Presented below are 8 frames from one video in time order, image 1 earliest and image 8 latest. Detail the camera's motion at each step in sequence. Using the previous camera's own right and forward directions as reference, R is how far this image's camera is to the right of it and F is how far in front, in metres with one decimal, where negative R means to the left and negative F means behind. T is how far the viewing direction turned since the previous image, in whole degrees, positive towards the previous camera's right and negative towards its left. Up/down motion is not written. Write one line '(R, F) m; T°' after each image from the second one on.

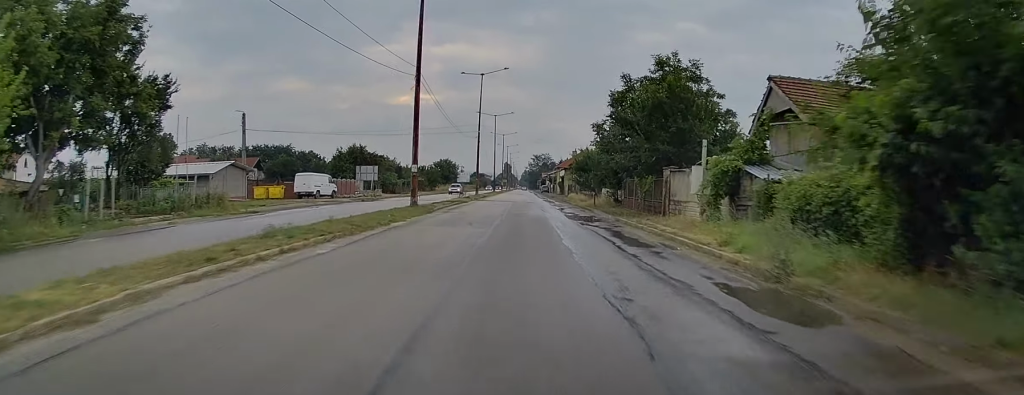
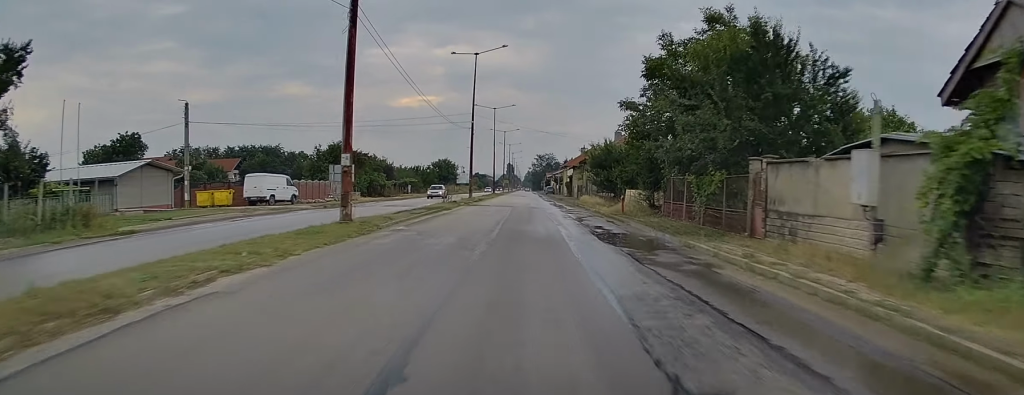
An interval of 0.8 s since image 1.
(0.0, +11.7) m; -1°
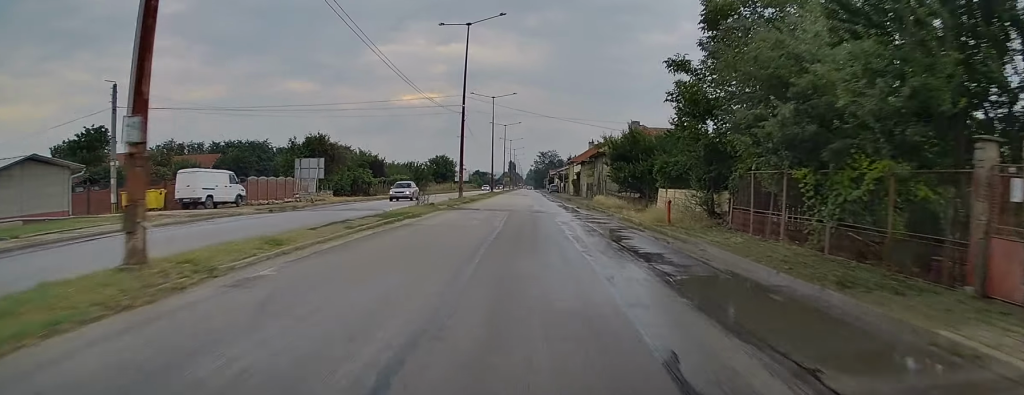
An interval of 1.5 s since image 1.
(-0.3, +10.4) m; 0°
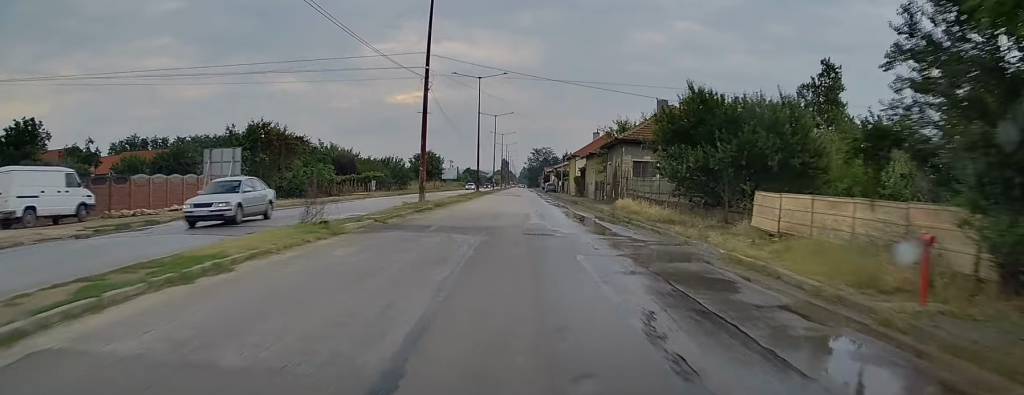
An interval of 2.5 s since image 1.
(+0.3, +15.2) m; +1°
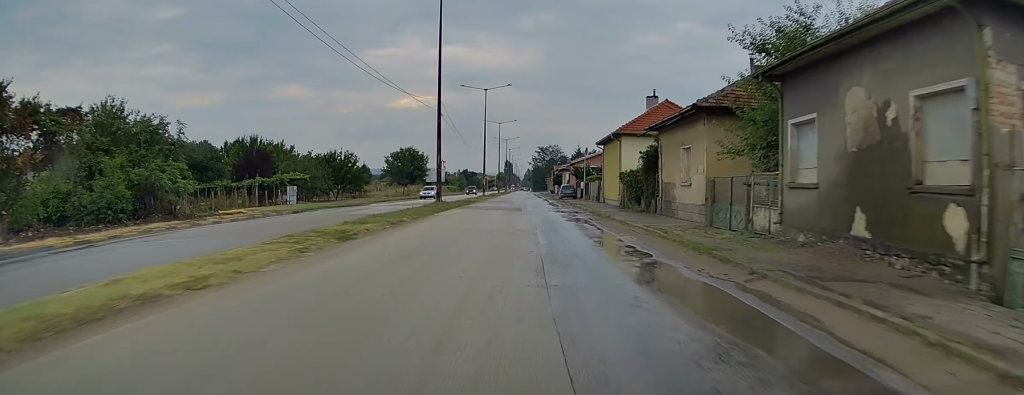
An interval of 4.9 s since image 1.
(+1.0, +35.1) m; +2°
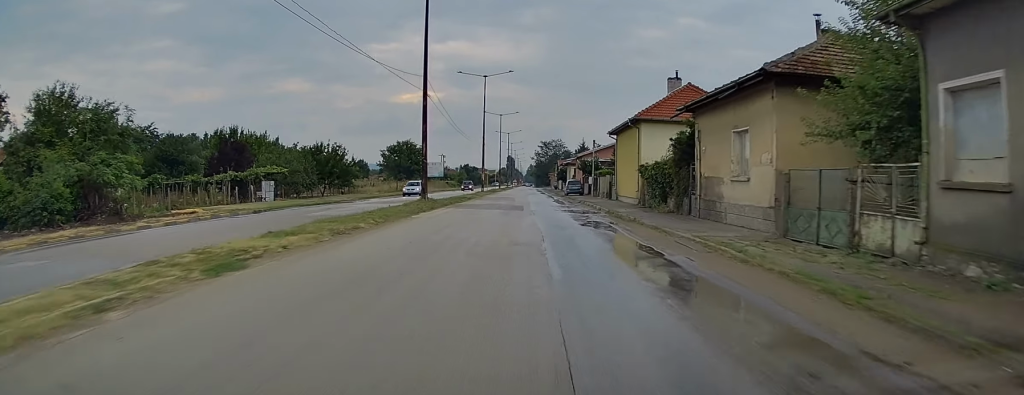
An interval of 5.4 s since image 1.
(-0.1, +6.4) m; -1°
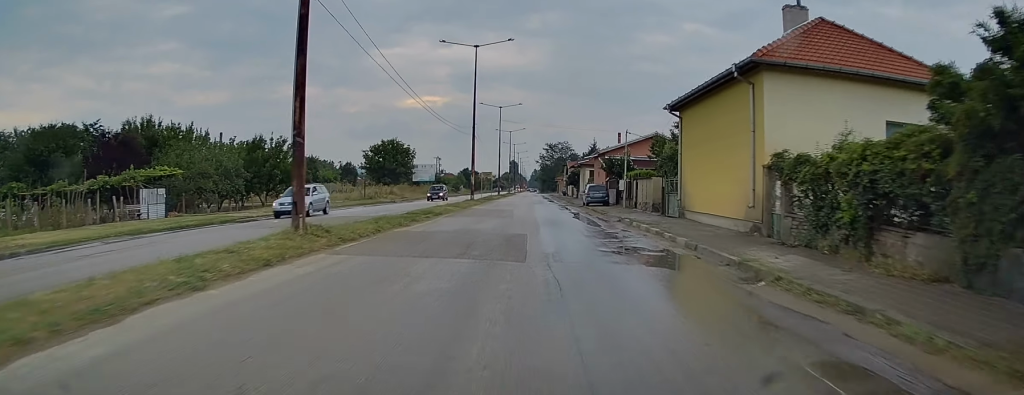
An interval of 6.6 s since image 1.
(-0.2, +18.8) m; -2°
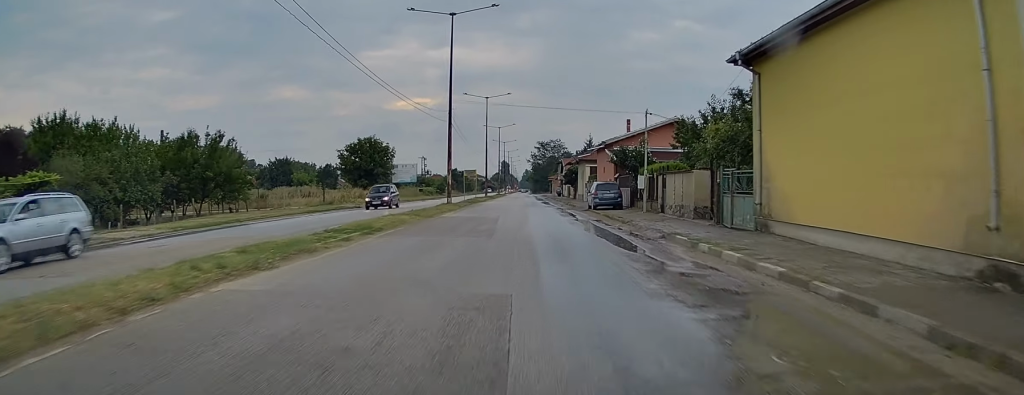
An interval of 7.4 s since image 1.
(-0.3, +10.9) m; 0°
